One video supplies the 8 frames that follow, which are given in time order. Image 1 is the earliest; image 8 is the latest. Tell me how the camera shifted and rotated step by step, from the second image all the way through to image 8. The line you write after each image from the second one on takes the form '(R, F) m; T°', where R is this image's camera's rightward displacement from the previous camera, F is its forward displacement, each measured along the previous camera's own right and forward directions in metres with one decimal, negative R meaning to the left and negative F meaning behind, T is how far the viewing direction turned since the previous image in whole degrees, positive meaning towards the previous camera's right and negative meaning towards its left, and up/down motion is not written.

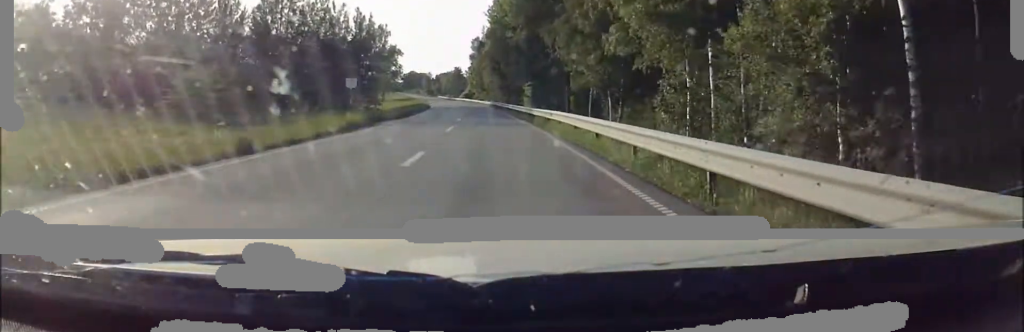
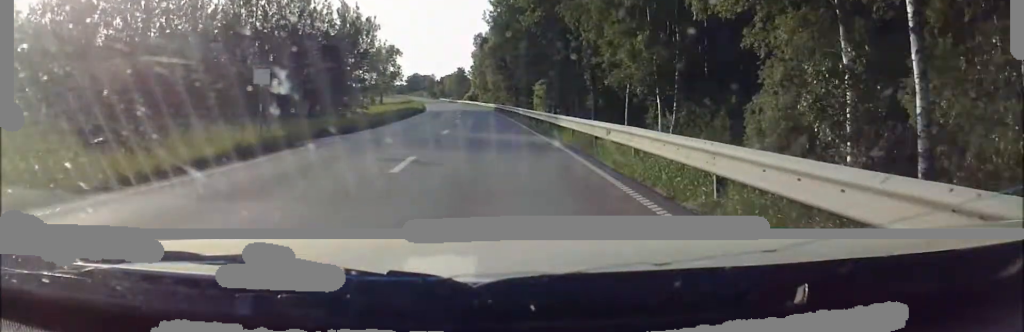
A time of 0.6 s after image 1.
(0.0, +12.5) m; 0°
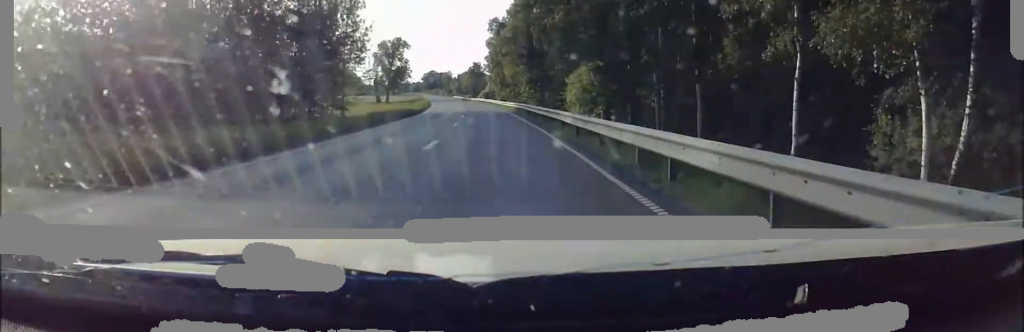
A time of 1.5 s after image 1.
(0.0, +20.0) m; 0°
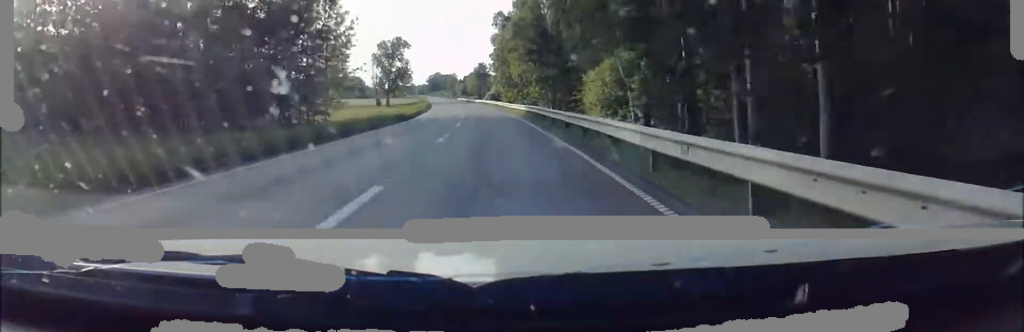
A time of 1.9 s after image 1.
(0.0, +8.9) m; -1°
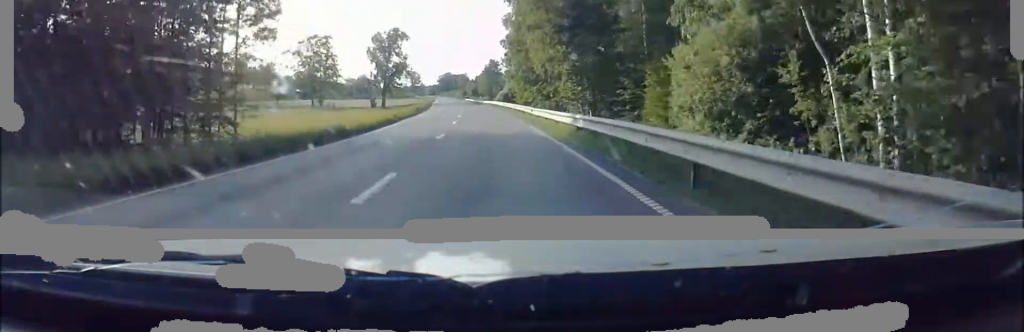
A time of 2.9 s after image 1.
(-0.3, +22.1) m; -3°
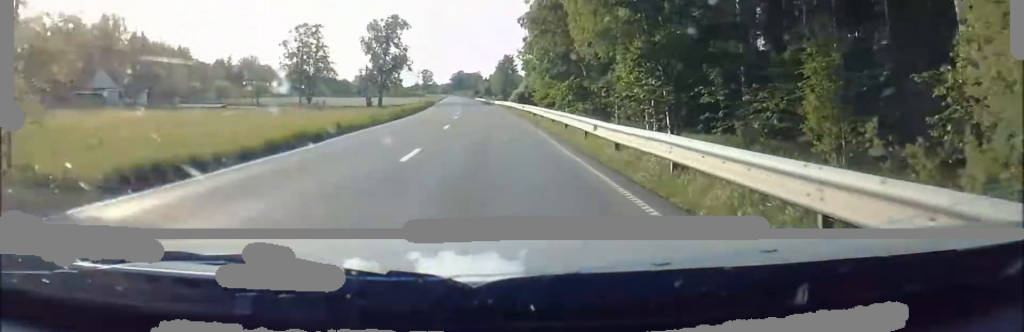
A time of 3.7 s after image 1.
(-0.7, +19.2) m; -3°
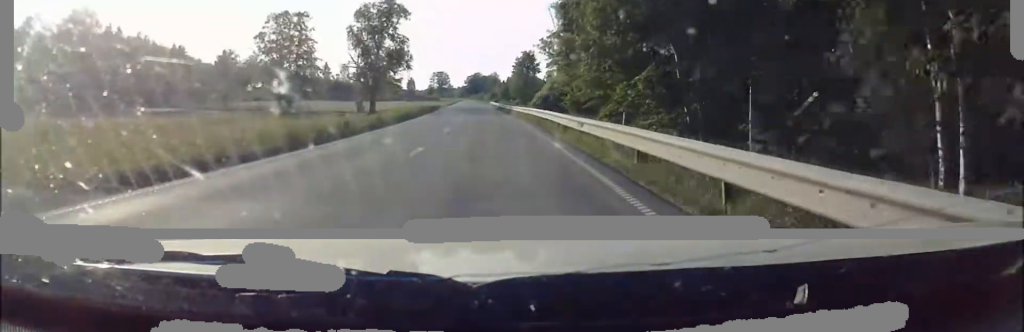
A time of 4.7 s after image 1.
(-0.6, +22.0) m; 0°
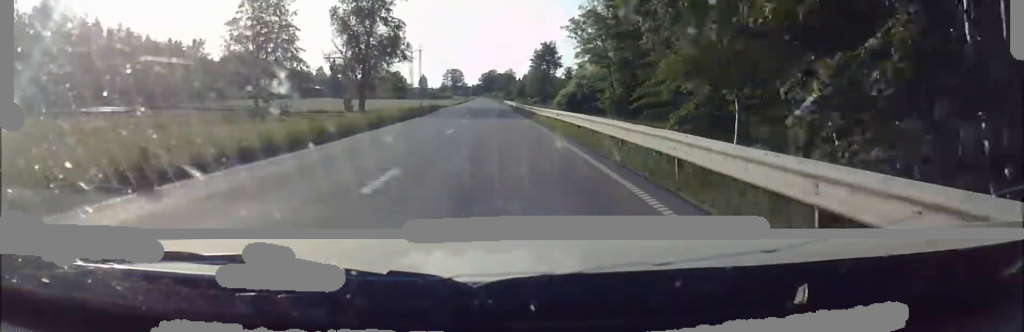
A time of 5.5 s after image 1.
(+0.4, +17.6) m; +1°
